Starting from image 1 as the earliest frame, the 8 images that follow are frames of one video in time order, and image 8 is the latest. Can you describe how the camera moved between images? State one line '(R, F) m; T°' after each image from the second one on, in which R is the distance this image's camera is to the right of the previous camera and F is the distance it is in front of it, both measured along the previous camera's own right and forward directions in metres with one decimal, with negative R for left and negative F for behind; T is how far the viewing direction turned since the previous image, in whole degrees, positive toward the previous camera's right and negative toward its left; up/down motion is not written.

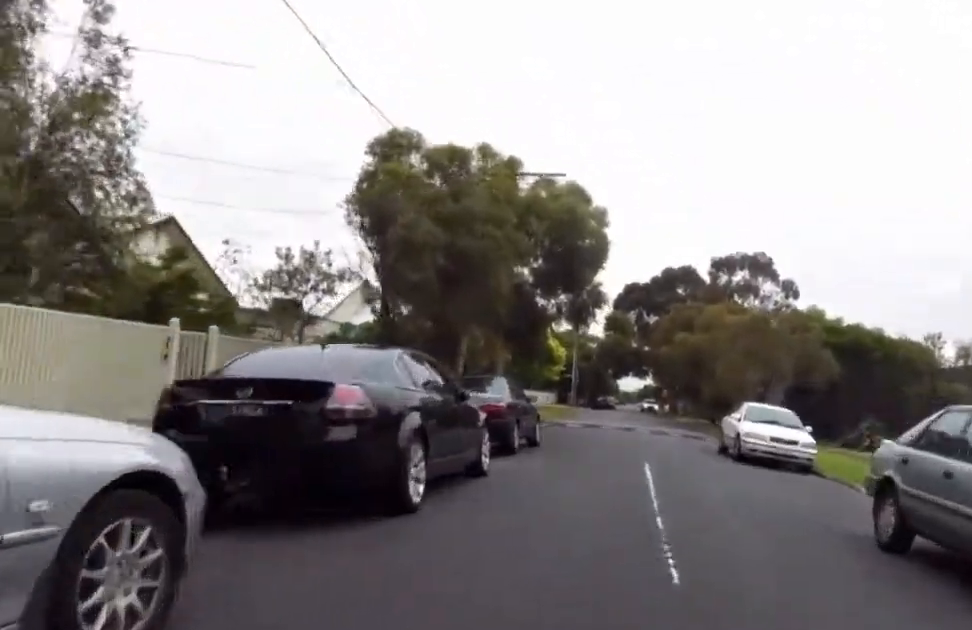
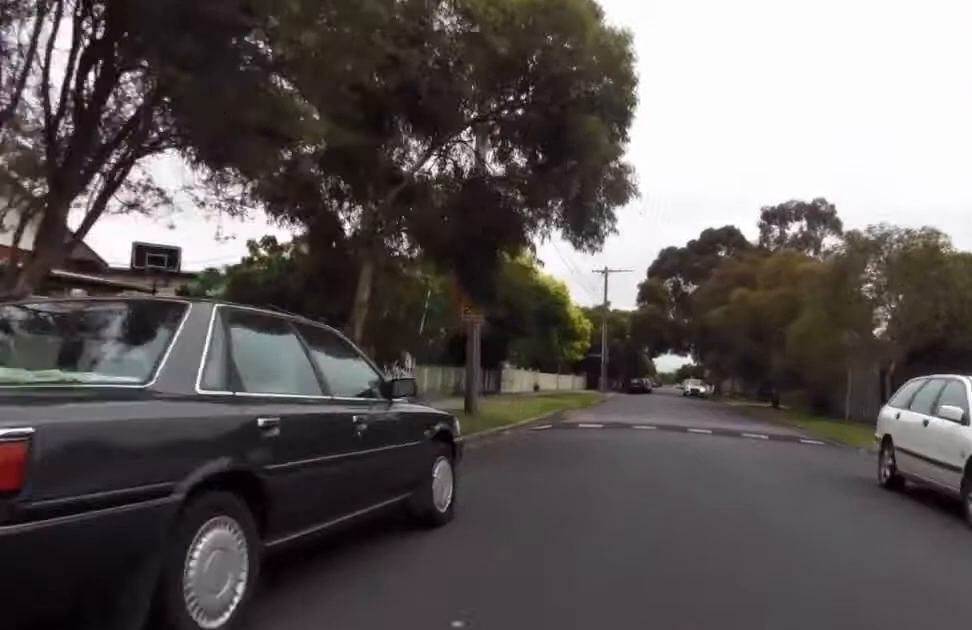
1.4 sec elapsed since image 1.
(-0.9, +10.4) m; -1°
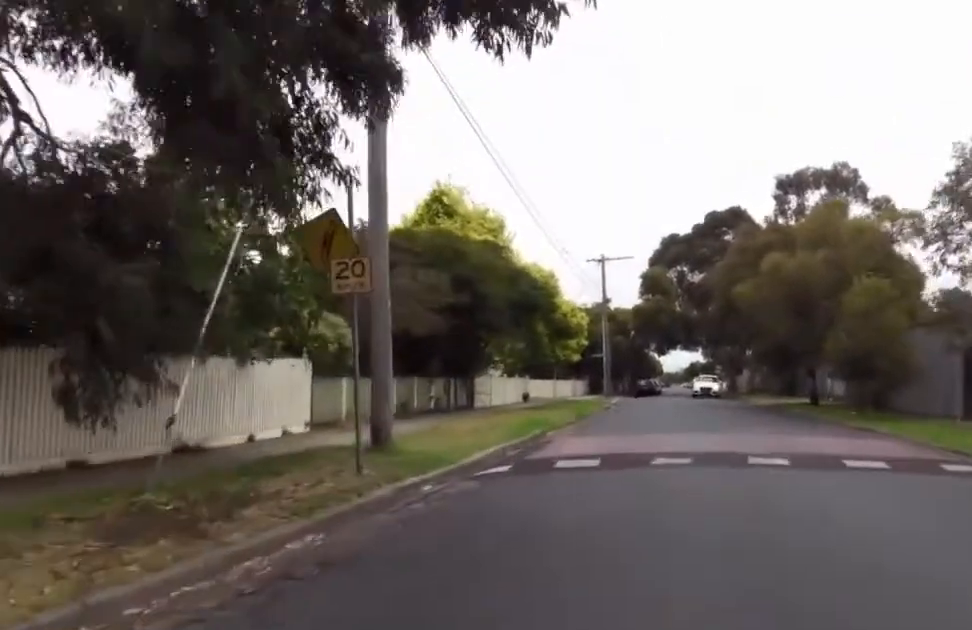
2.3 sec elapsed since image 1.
(+0.7, +7.0) m; 0°
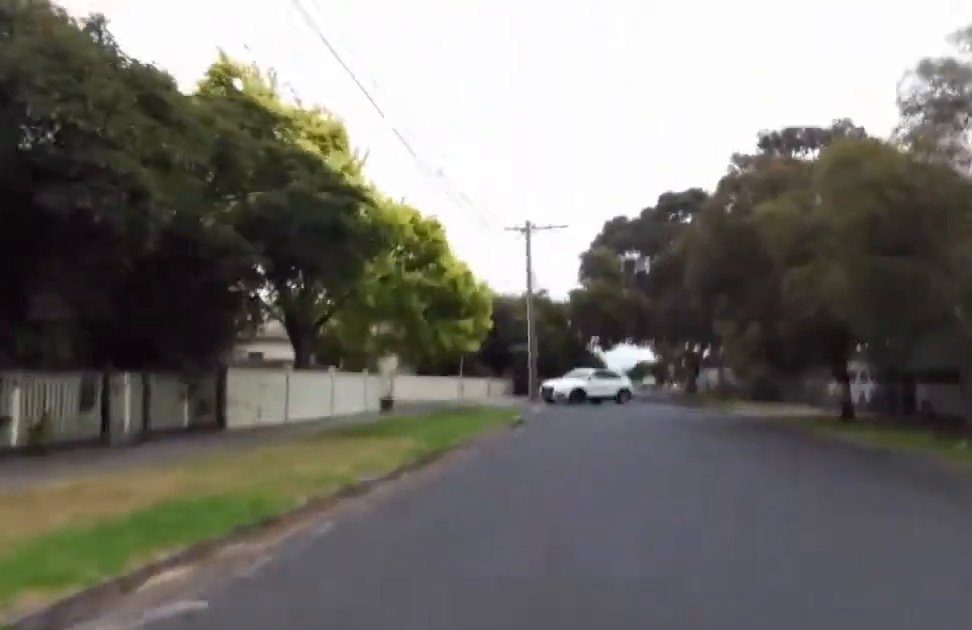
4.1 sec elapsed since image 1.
(+0.1, +13.3) m; +1°
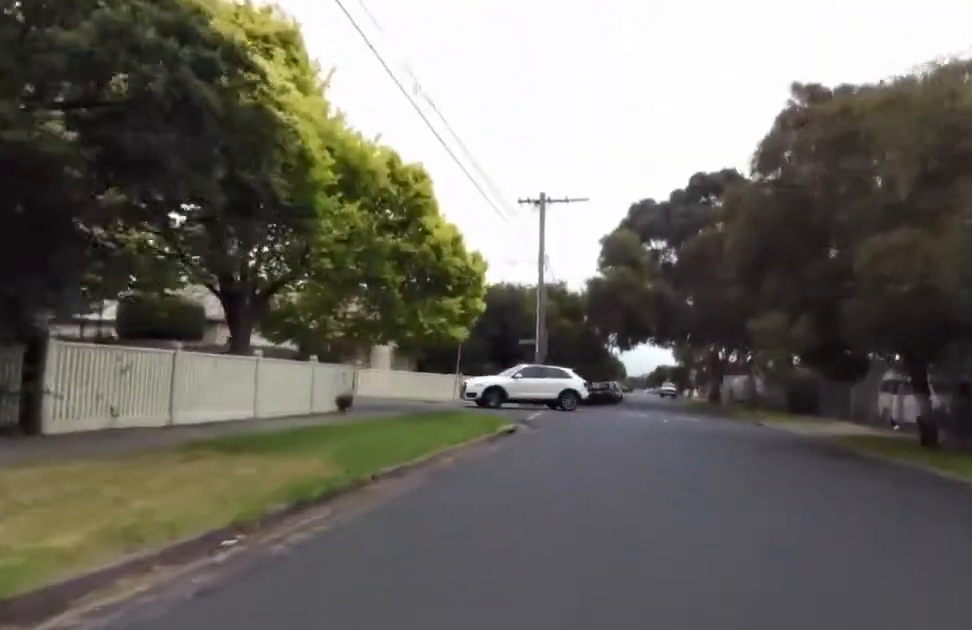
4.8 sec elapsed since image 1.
(-0.7, +4.9) m; -1°
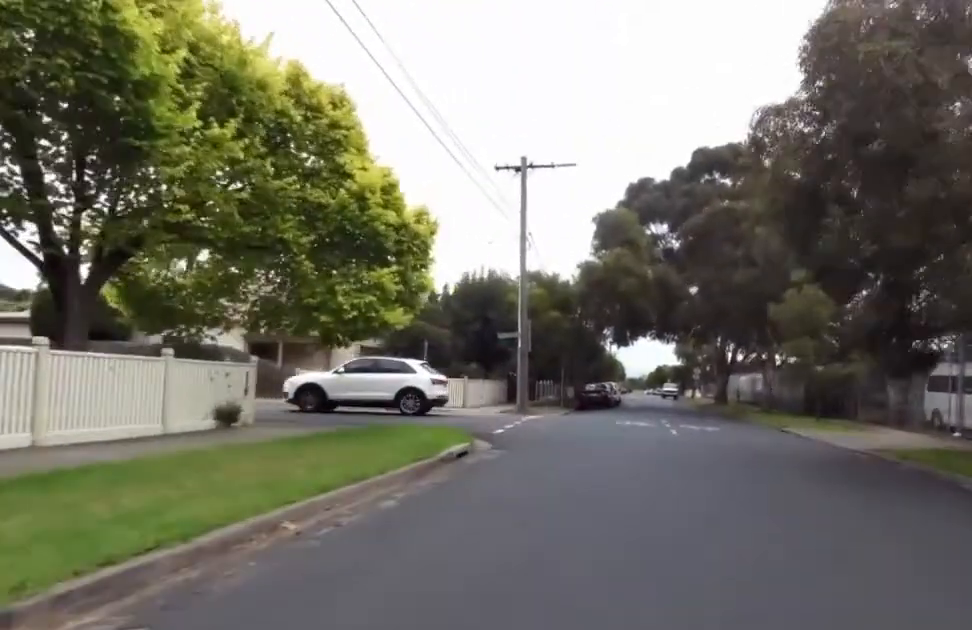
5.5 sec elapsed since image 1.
(0.0, +5.5) m; +3°
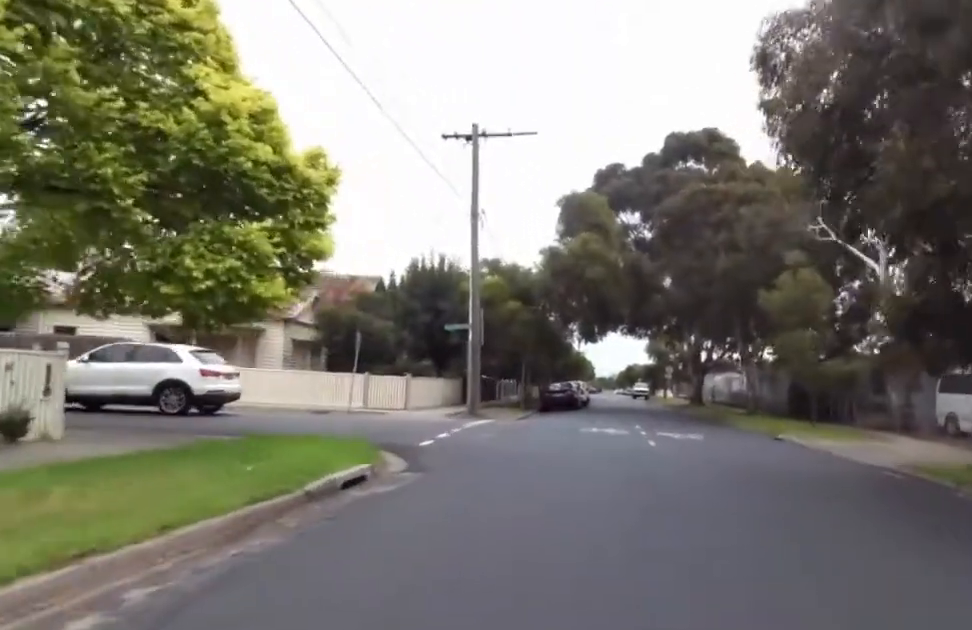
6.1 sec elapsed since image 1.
(+0.2, +4.1) m; +5°
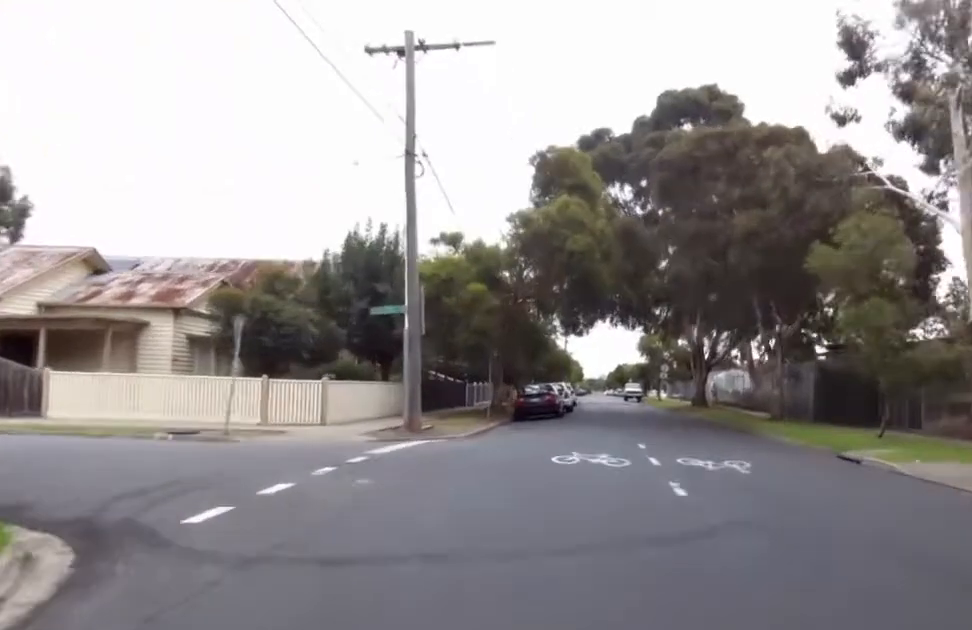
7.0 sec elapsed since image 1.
(+0.4, +7.2) m; -5°
